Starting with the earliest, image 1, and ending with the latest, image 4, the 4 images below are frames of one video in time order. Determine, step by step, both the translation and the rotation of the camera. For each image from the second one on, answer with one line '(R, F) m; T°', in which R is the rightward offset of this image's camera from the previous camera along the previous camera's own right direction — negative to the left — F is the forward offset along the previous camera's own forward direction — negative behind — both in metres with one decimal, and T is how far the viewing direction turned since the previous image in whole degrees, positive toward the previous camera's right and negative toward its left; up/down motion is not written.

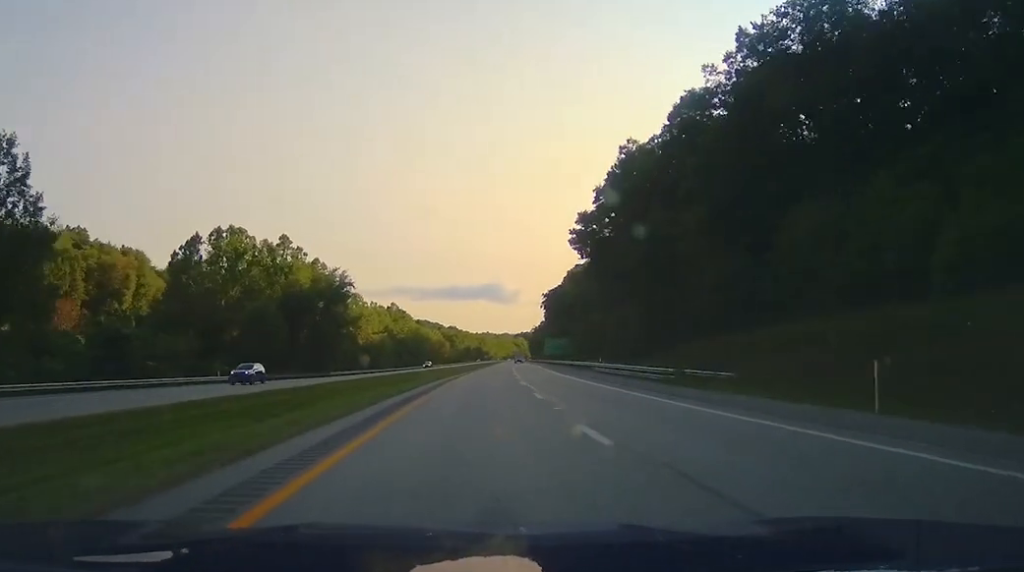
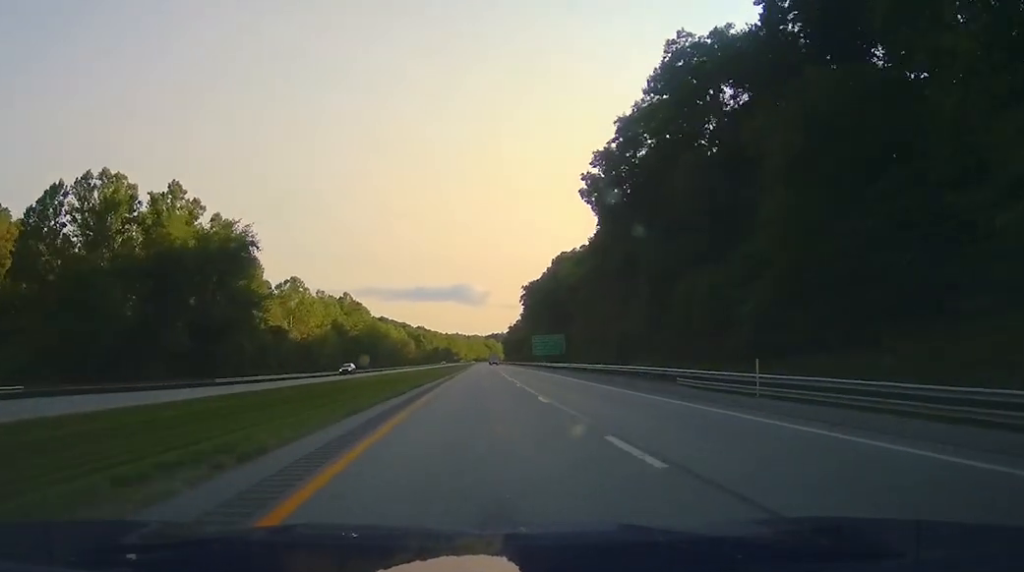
(+1.4, +38.8) m; +3°
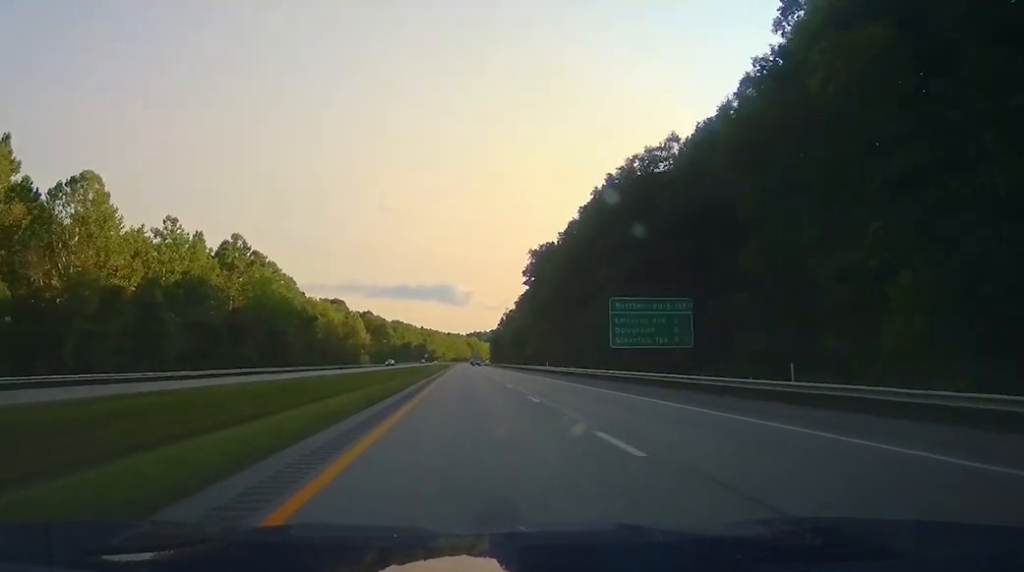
(+2.0, +84.3) m; +2°
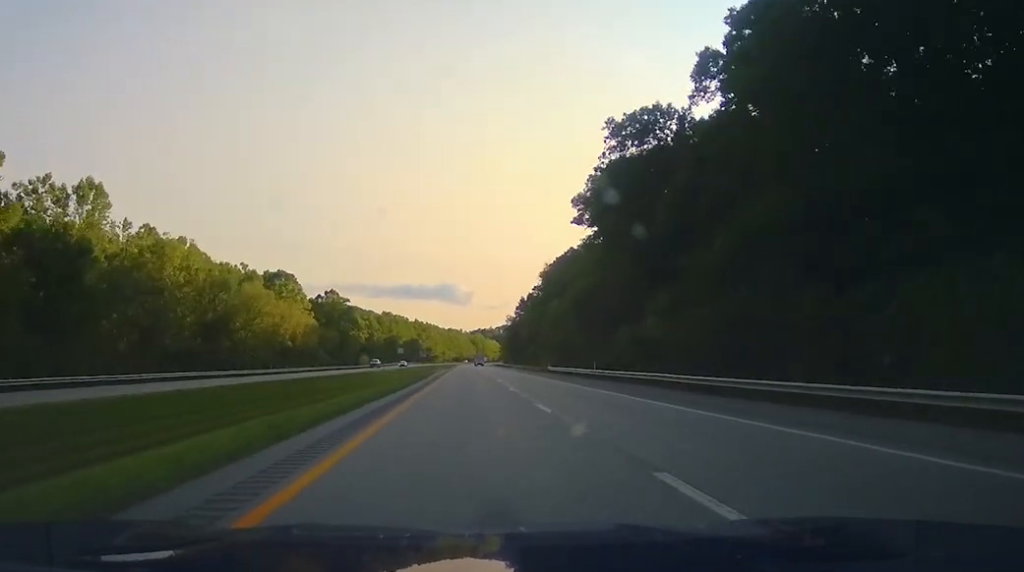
(+0.8, +89.4) m; +1°
